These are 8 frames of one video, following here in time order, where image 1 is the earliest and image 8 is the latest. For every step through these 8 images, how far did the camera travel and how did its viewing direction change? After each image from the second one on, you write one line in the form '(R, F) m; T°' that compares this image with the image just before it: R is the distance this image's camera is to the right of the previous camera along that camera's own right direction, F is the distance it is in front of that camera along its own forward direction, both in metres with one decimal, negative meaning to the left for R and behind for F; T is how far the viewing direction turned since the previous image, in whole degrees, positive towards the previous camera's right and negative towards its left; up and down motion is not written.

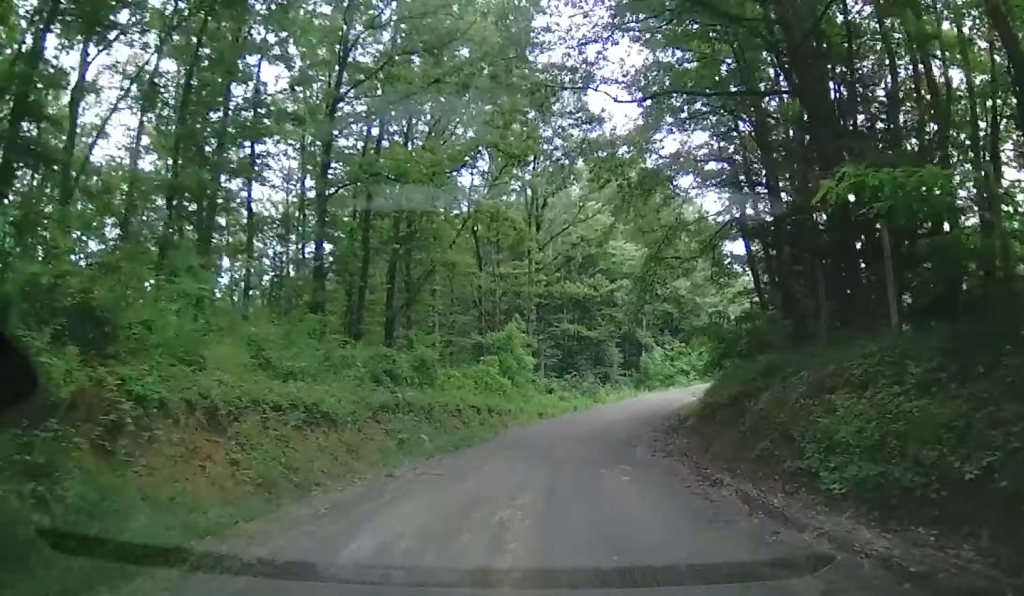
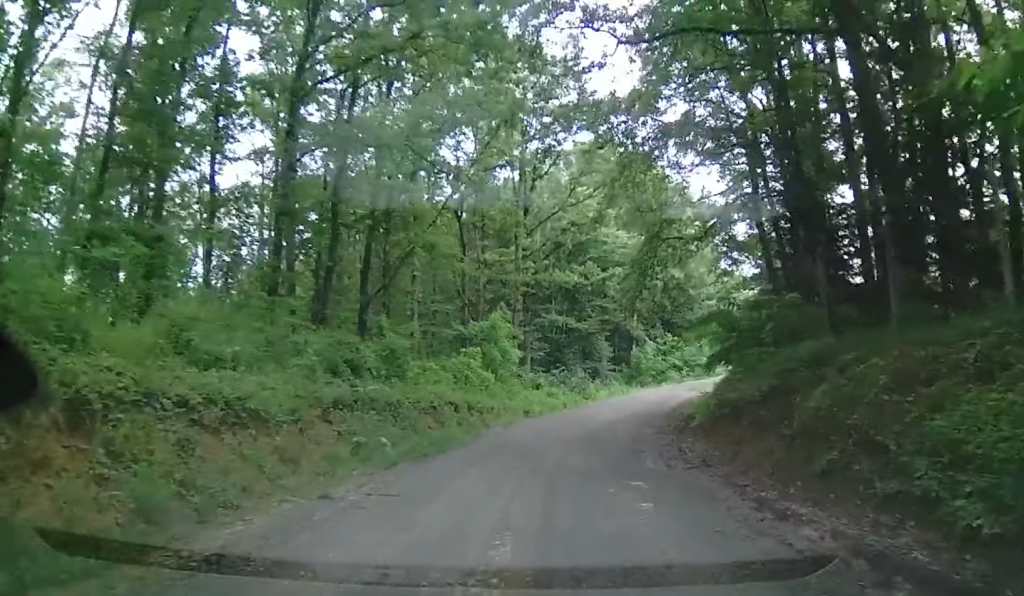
(+0.2, +2.7) m; 0°
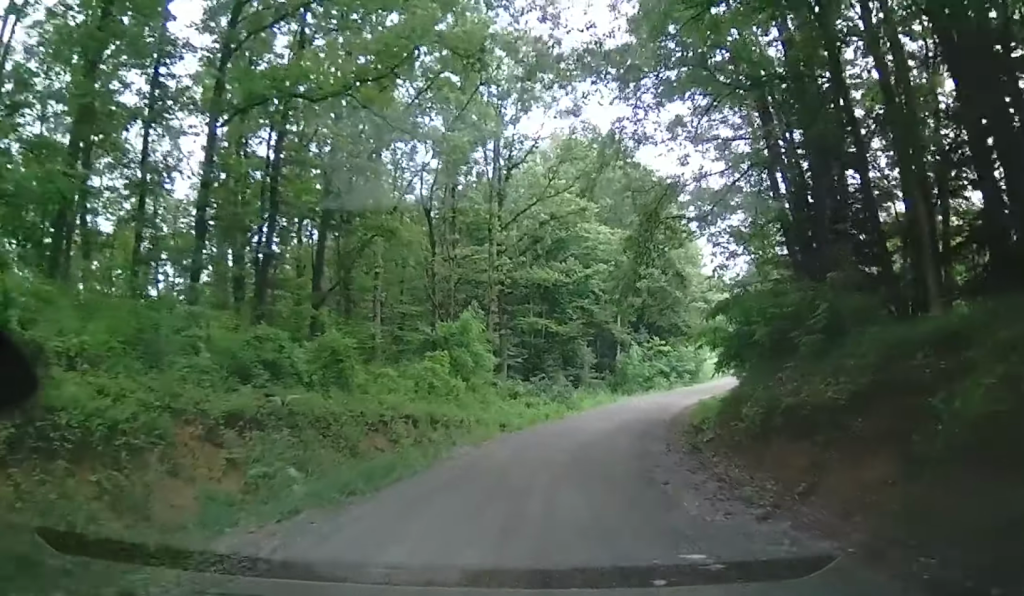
(-0.2, +3.6) m; -2°
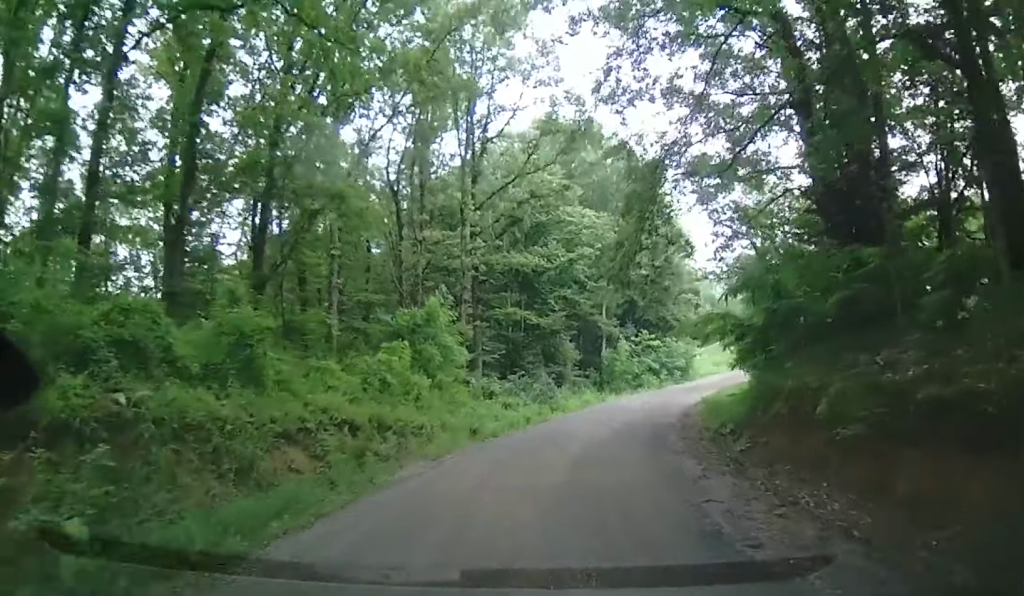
(-0.2, +3.8) m; -2°
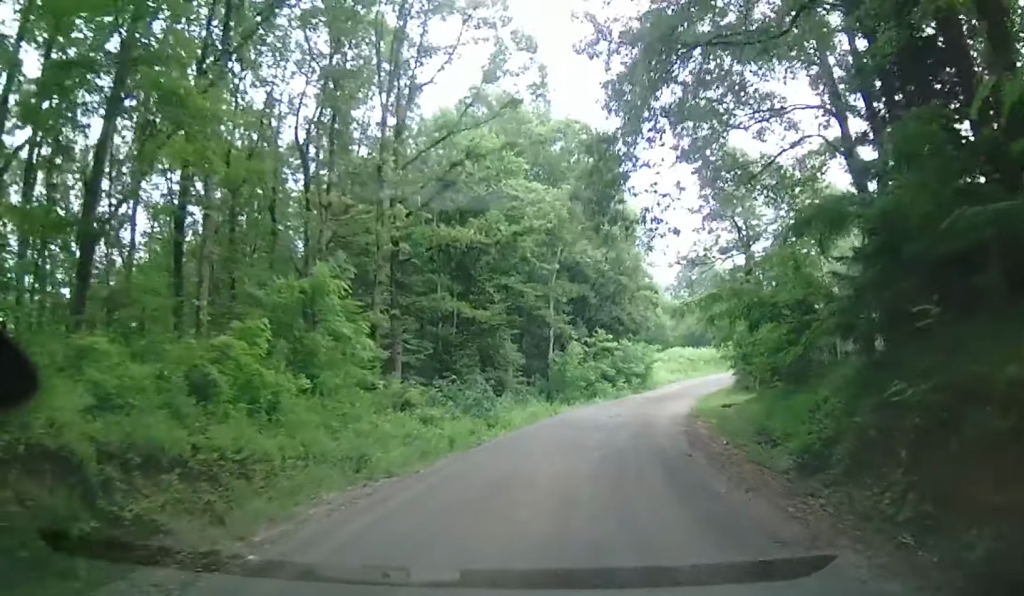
(+0.3, +6.5) m; +14°
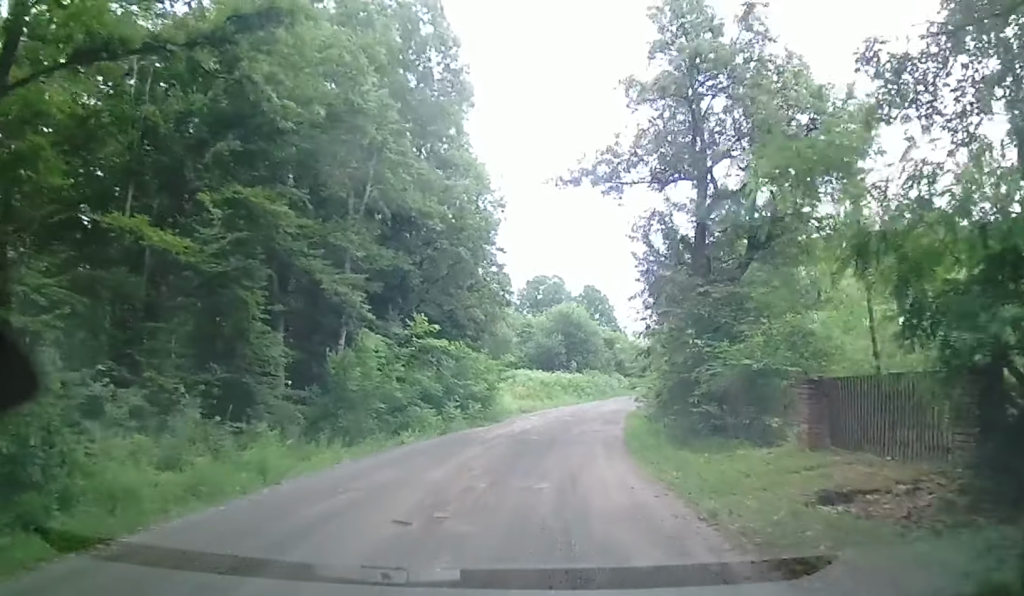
(+4.1, +14.9) m; +17°
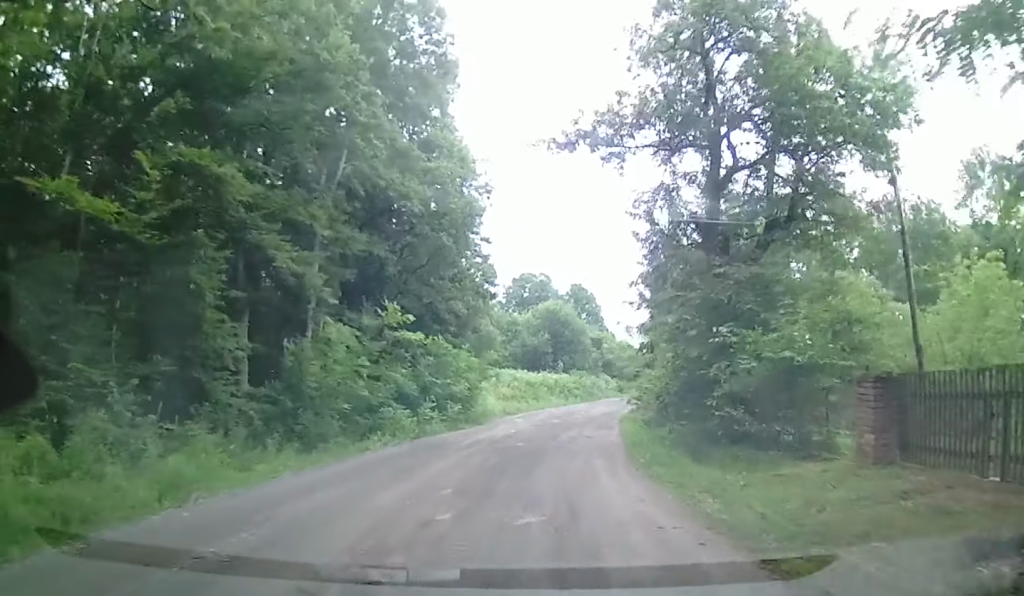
(0.0, +2.6) m; 0°
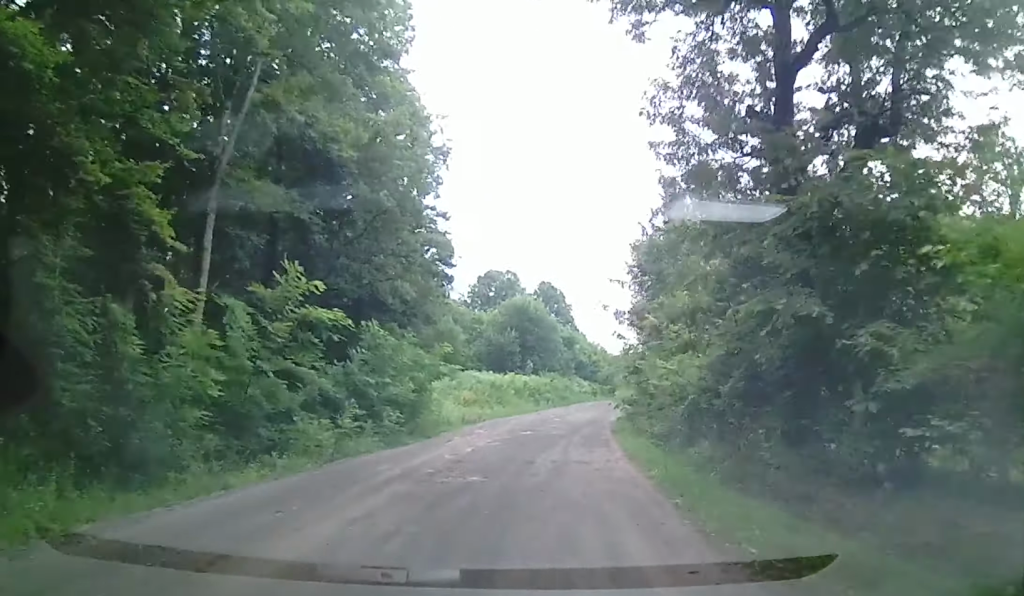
(+0.2, +7.0) m; +5°
